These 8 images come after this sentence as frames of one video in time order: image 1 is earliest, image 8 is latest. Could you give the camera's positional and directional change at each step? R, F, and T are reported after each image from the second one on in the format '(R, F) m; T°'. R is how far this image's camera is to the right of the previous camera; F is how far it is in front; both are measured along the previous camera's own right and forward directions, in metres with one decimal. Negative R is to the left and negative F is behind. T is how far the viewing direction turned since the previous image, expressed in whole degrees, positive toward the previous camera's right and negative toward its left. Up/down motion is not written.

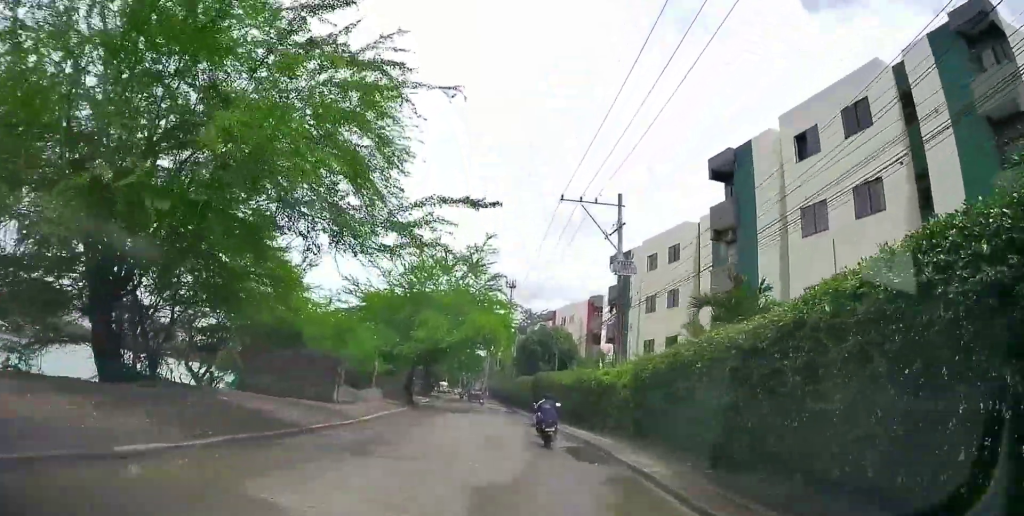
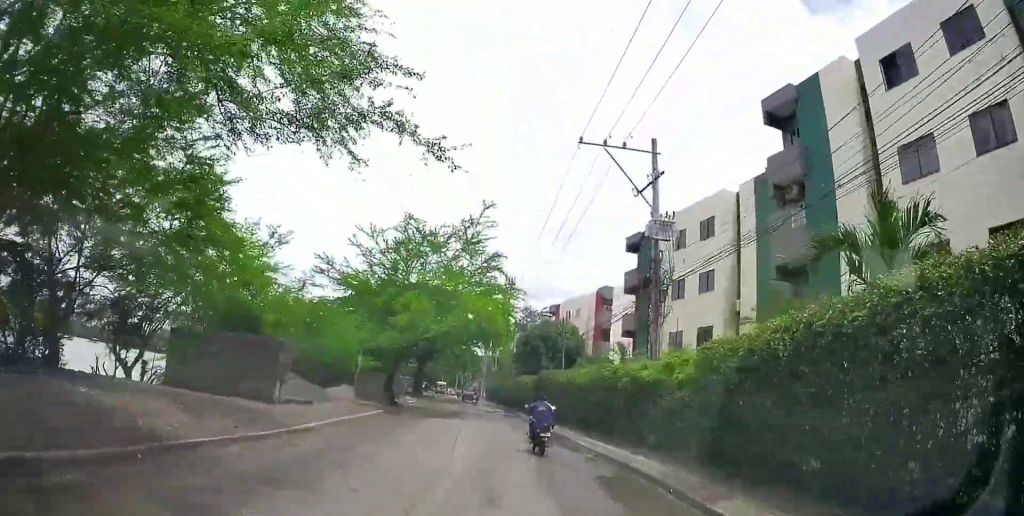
(0.0, +6.6) m; +1°
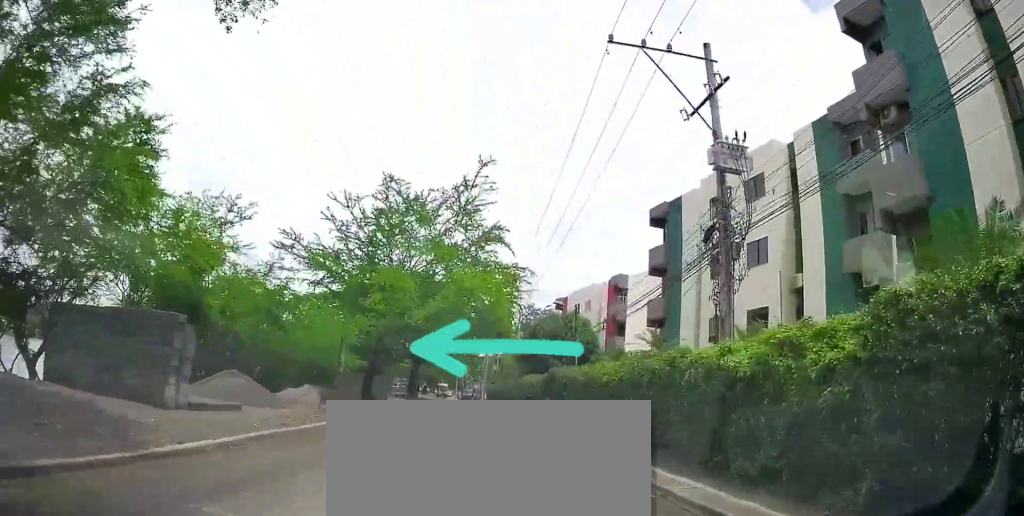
(0.0, +6.5) m; +2°
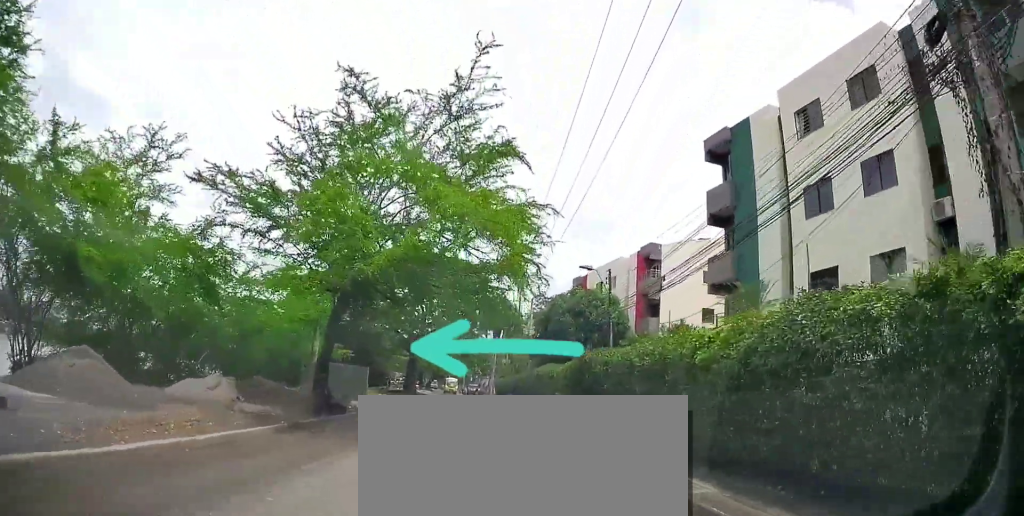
(+0.5, +8.5) m; 0°
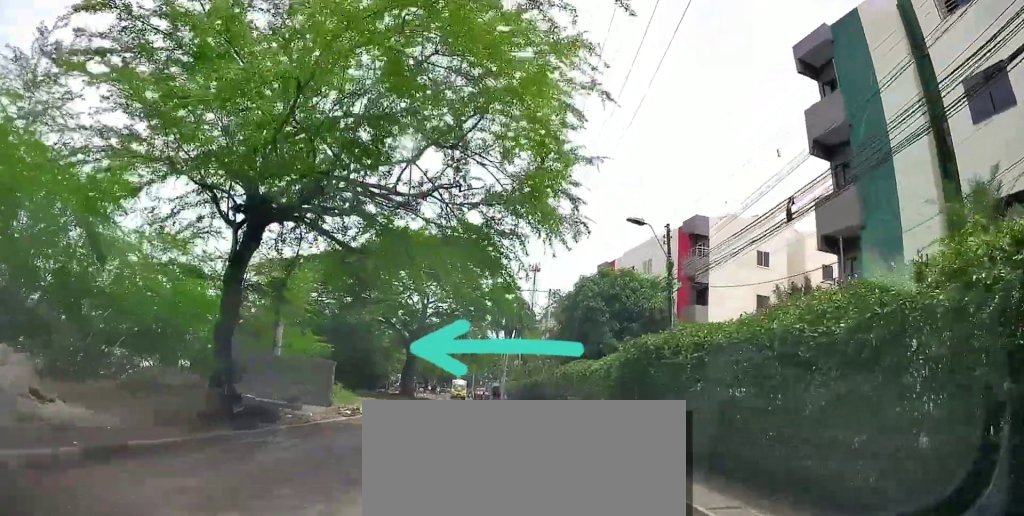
(-0.5, +8.5) m; -3°
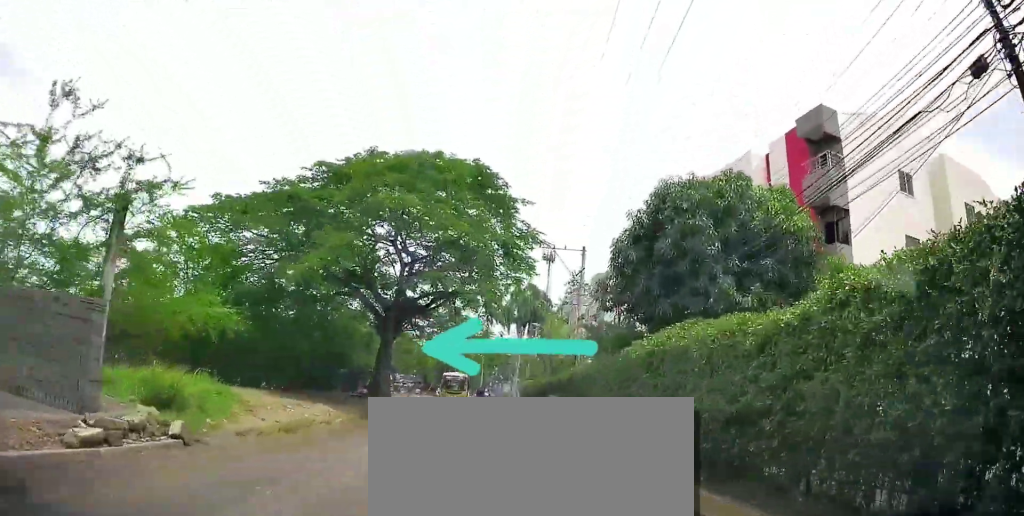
(0.0, +15.8) m; 0°
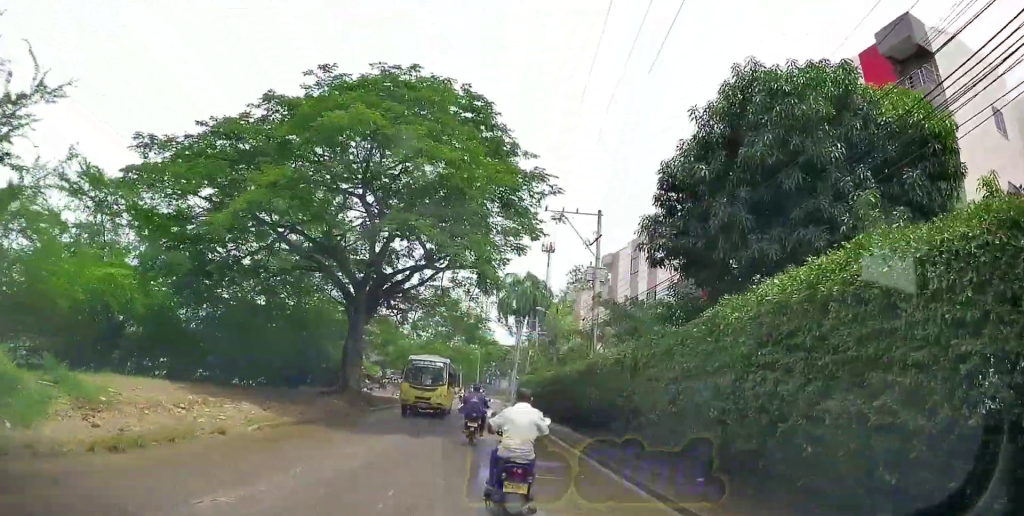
(0.0, +7.5) m; 0°
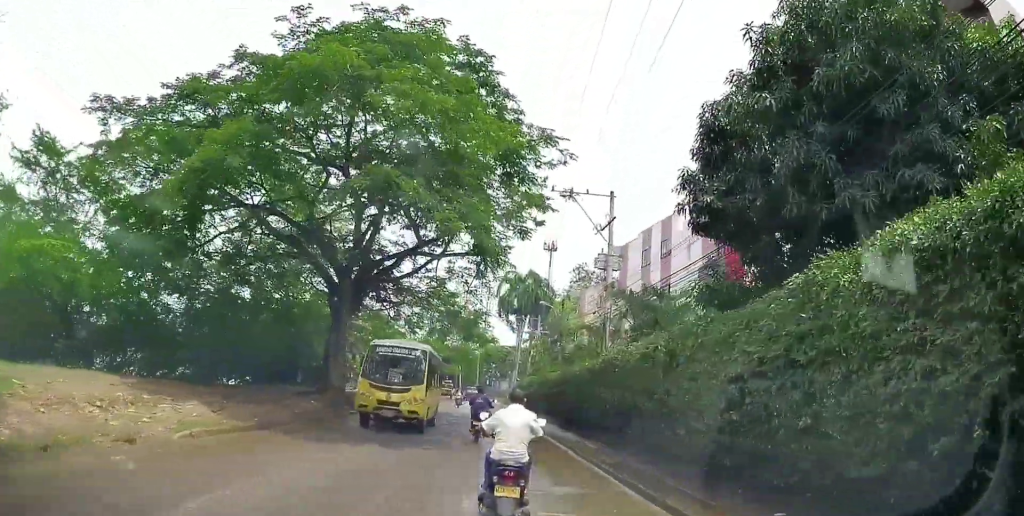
(0.0, +3.3) m; -1°
